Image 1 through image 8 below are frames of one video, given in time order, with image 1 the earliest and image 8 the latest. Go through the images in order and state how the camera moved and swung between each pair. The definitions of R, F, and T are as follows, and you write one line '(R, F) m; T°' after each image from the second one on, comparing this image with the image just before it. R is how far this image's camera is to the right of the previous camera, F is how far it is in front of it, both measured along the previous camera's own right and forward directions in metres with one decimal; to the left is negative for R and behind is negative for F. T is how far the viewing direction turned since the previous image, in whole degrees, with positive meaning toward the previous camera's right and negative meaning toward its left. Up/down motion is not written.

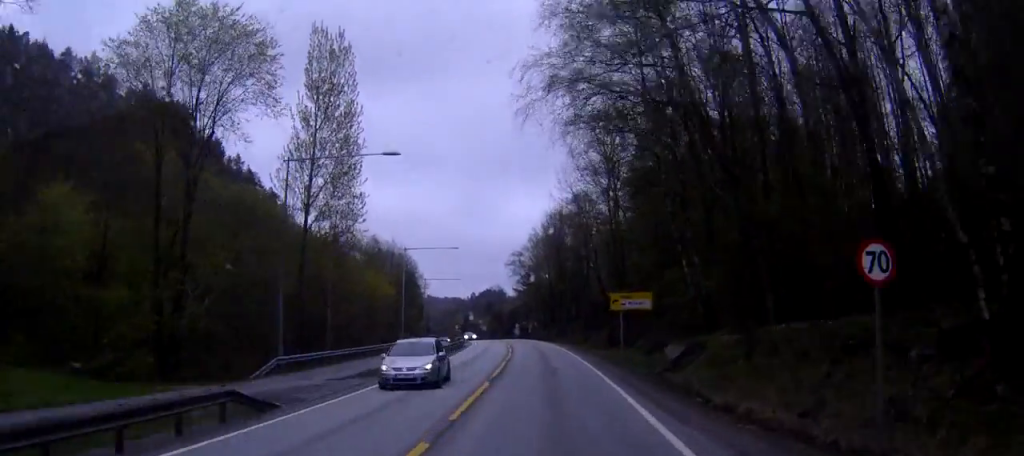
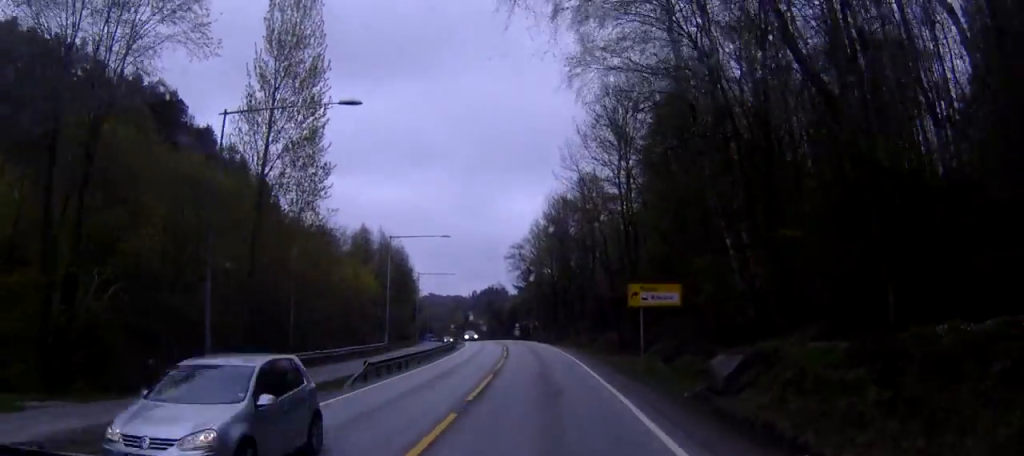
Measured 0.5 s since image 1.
(0.0, +7.9) m; -1°
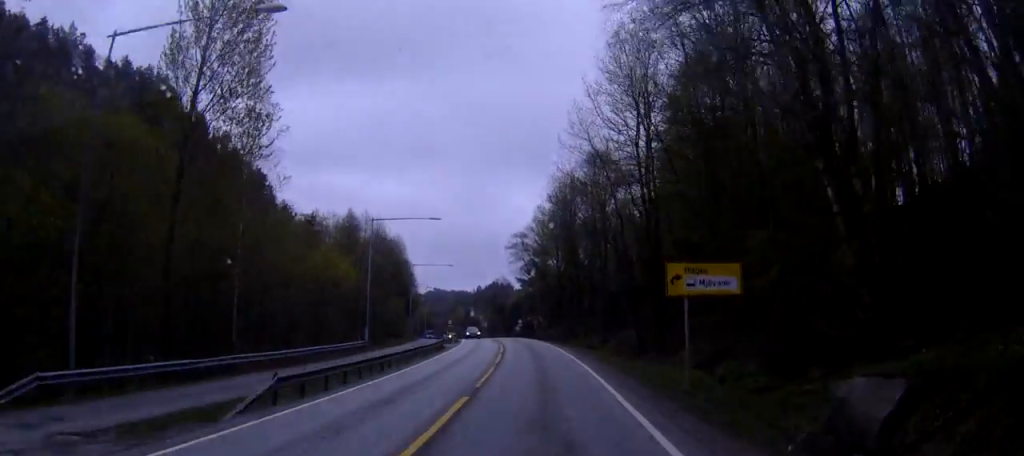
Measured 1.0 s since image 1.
(-0.1, +9.1) m; 0°
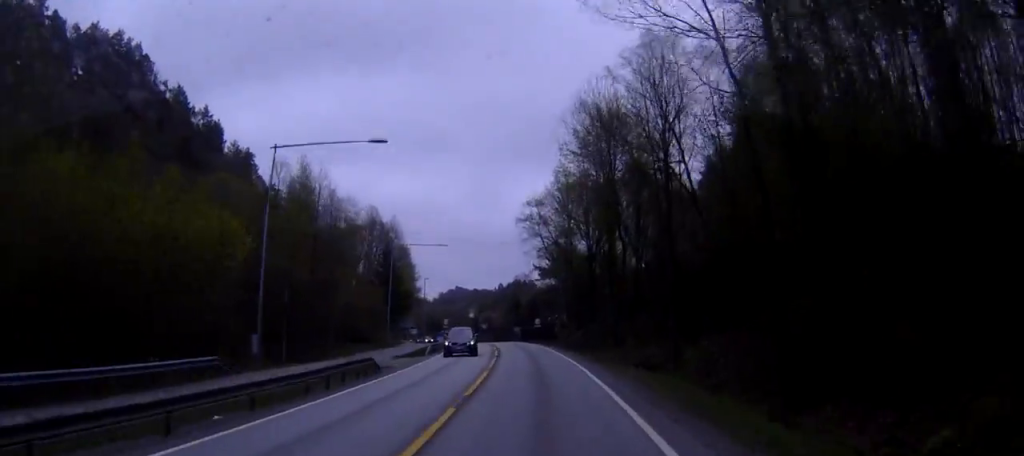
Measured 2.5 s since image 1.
(+0.2, +25.6) m; +1°
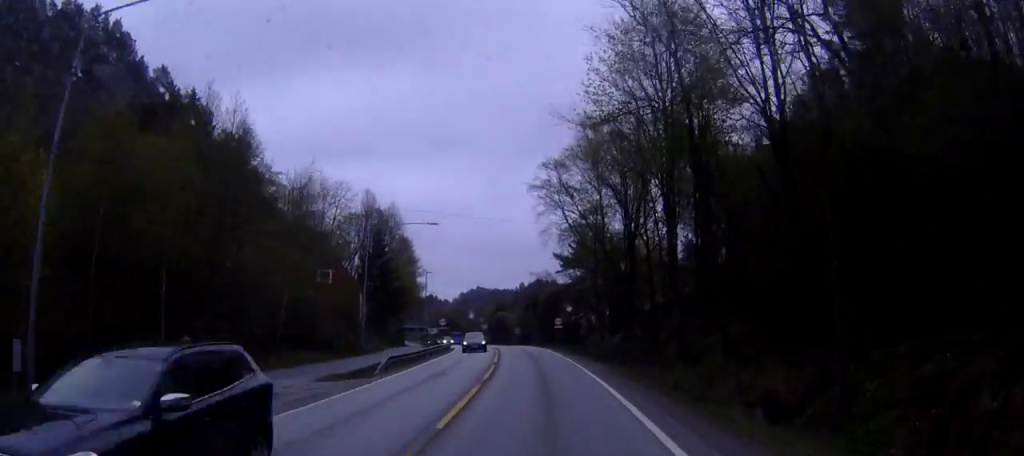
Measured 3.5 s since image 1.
(-0.1, +17.6) m; -4°
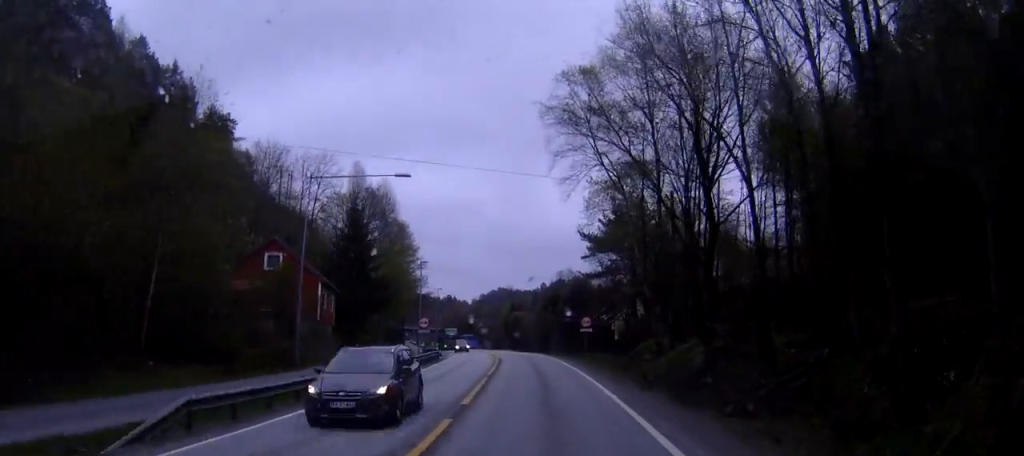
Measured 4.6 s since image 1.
(-1.1, +18.9) m; -2°
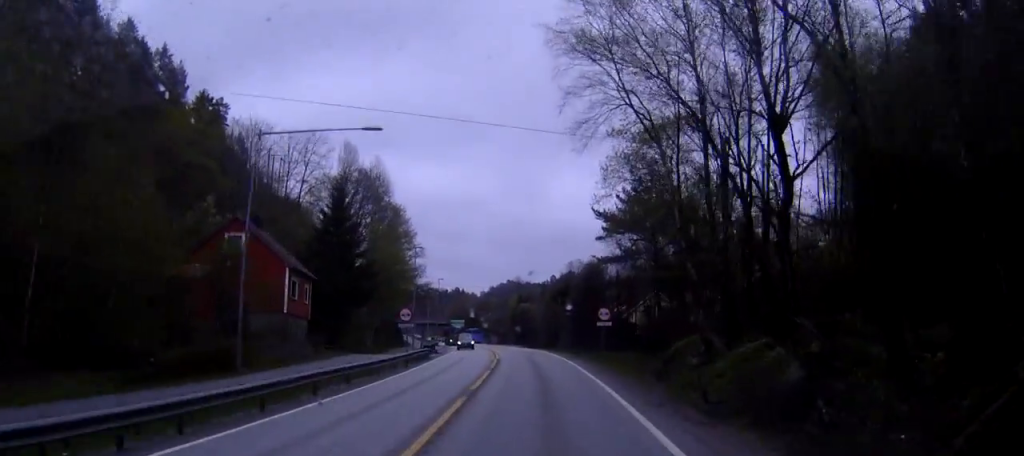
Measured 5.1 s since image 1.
(+0.2, +8.6) m; +1°
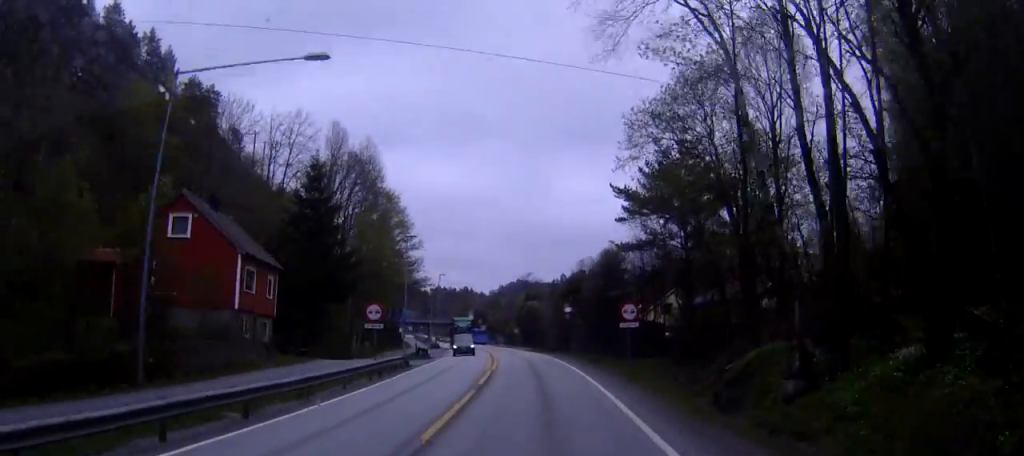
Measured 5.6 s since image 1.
(0.0, +8.5) m; 0°
